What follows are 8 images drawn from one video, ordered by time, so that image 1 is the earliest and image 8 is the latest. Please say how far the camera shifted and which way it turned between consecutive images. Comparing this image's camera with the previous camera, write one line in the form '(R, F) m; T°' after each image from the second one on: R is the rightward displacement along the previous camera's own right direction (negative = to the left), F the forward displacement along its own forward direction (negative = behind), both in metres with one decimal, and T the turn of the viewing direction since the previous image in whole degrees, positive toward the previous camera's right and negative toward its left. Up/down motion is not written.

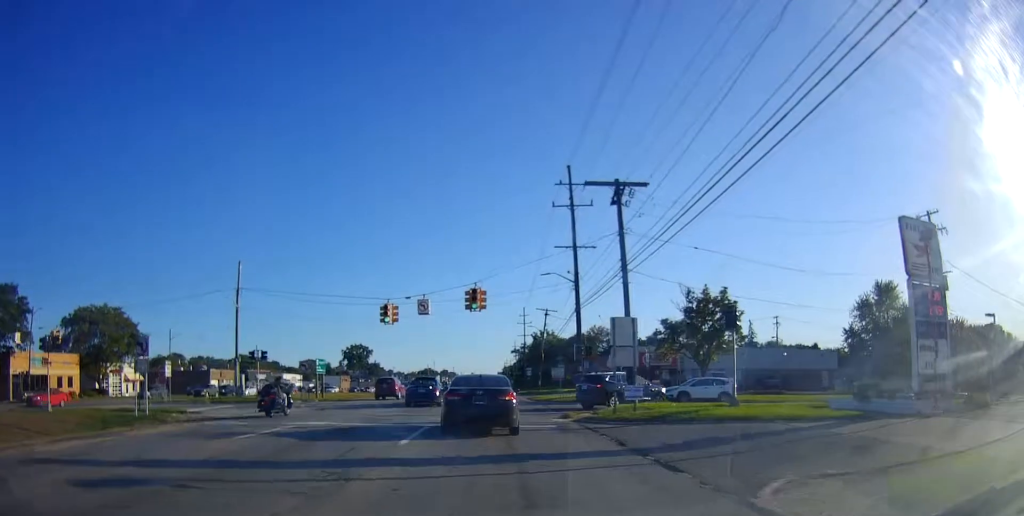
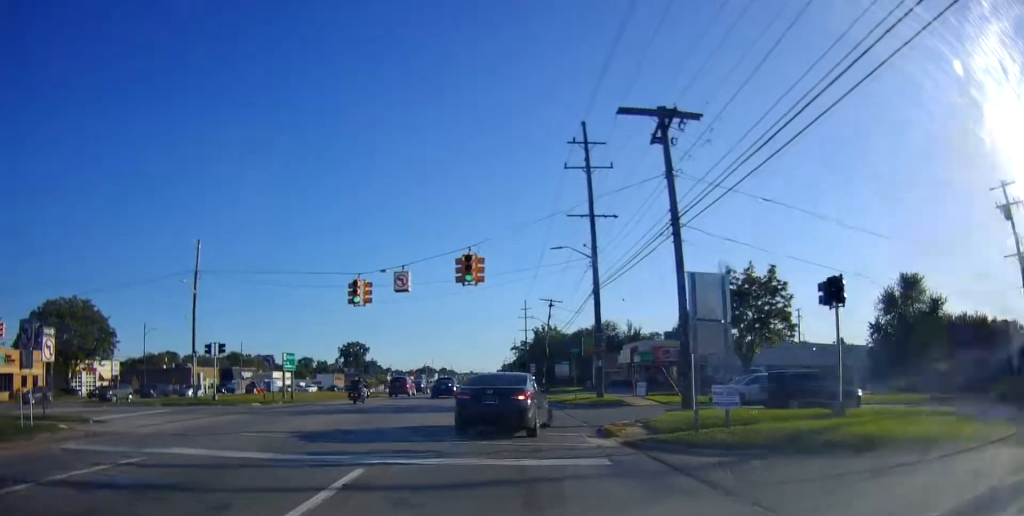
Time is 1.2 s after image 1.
(-0.7, +7.4) m; -3°
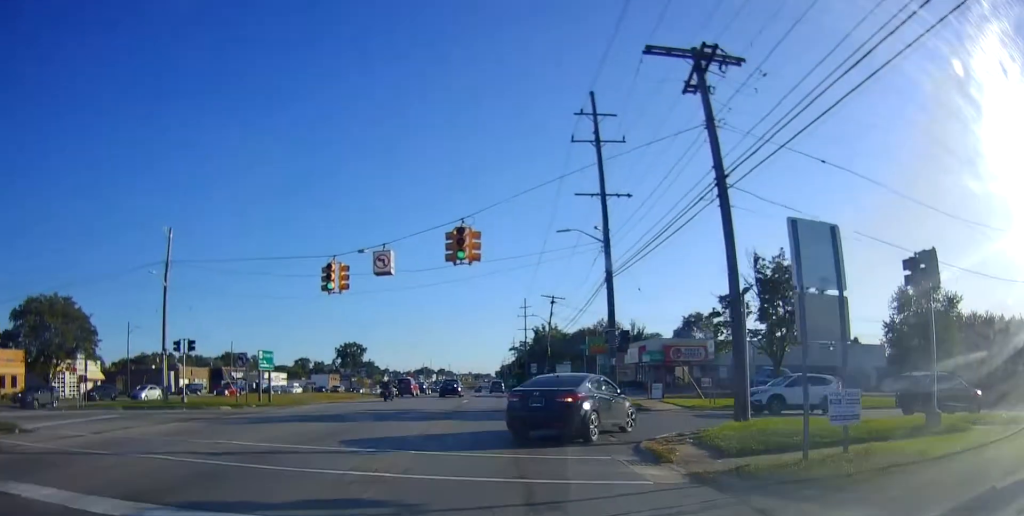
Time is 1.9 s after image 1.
(+0.2, +4.2) m; +3°
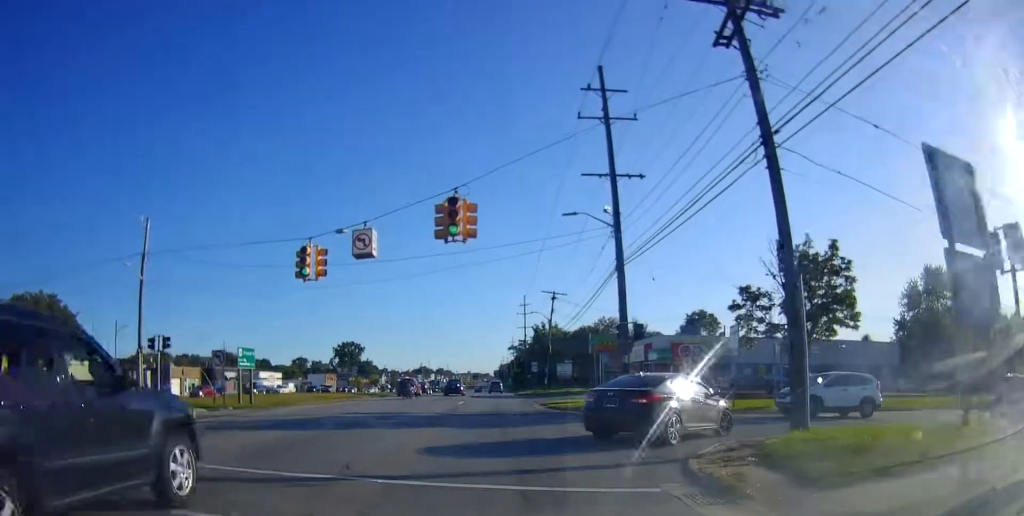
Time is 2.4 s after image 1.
(+0.2, +3.0) m; +3°
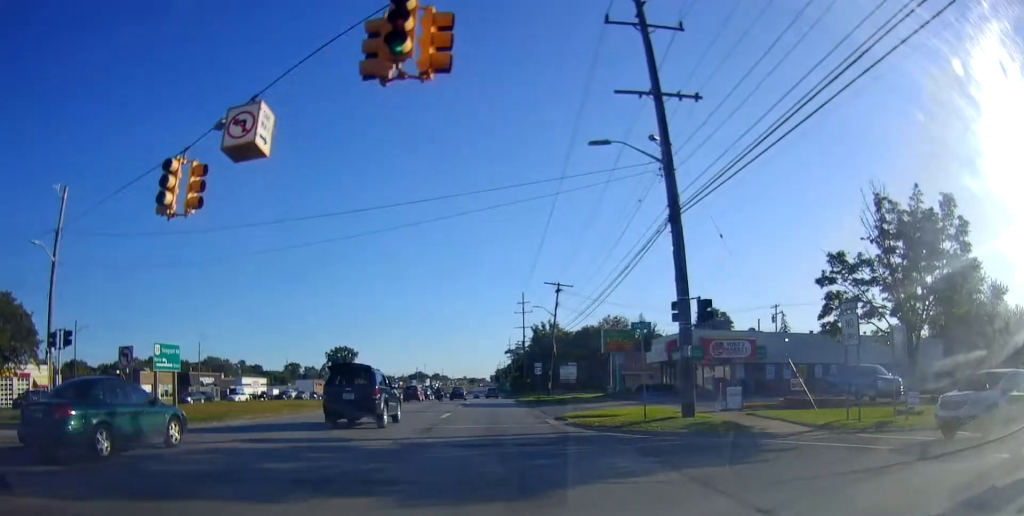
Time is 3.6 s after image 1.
(+0.2, +8.7) m; 0°
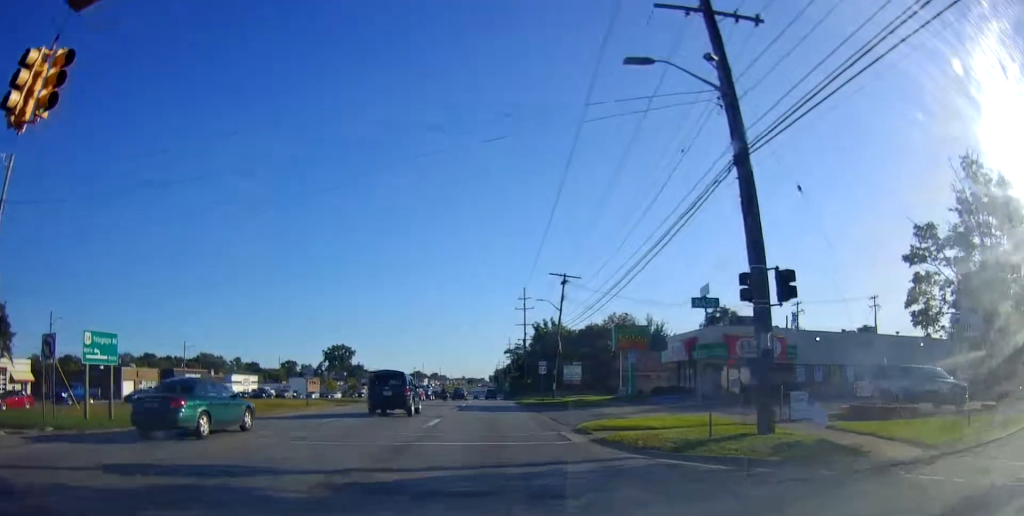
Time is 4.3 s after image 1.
(+0.1, +4.9) m; -3°
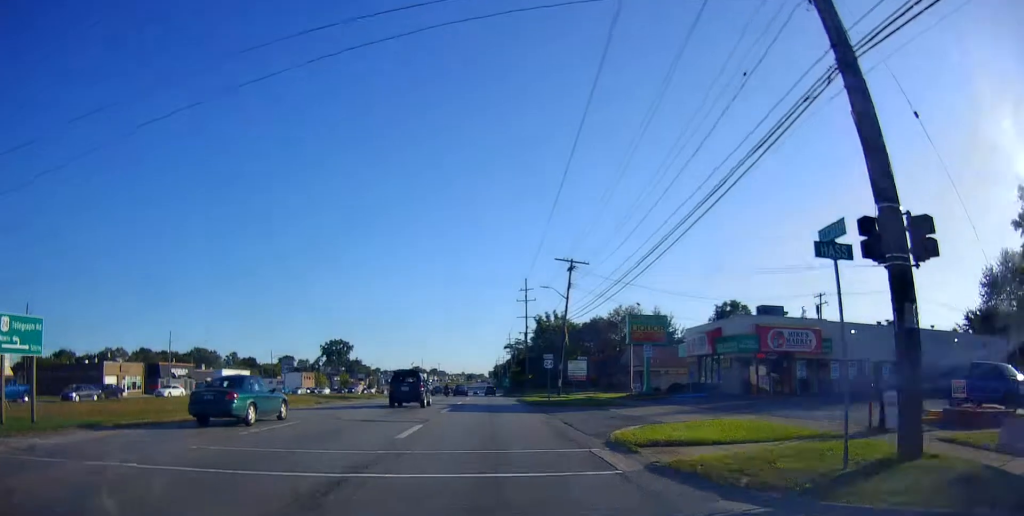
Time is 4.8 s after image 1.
(-0.2, +4.6) m; -1°
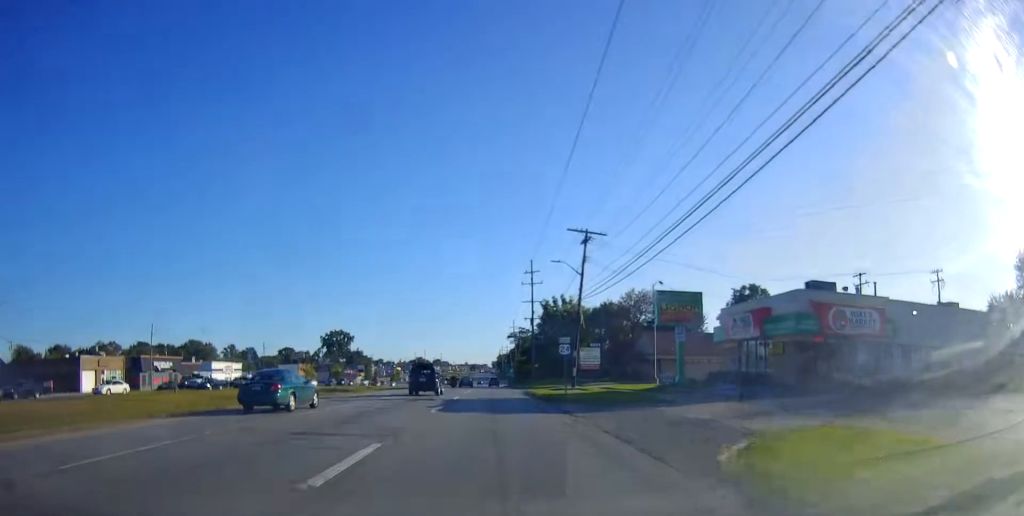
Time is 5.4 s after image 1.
(-0.5, +5.7) m; +1°
